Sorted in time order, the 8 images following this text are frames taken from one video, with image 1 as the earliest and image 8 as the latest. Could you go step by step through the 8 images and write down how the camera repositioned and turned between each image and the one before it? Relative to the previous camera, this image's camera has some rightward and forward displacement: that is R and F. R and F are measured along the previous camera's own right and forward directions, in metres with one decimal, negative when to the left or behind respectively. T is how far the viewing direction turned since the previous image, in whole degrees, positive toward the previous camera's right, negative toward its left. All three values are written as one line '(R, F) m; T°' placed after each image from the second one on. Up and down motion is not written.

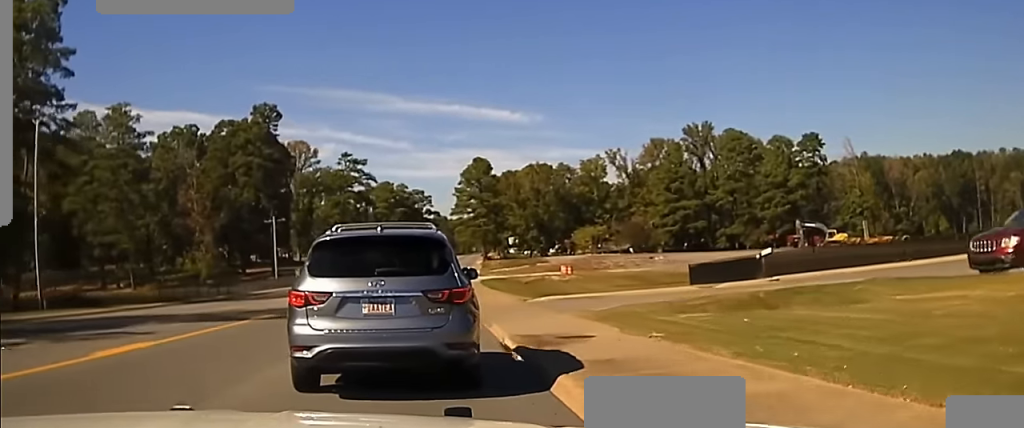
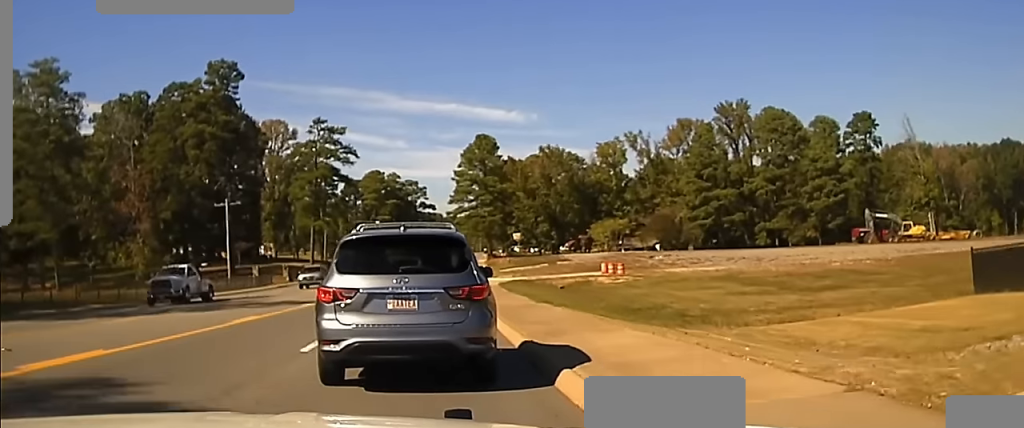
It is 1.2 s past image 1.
(-0.7, +26.0) m; -1°
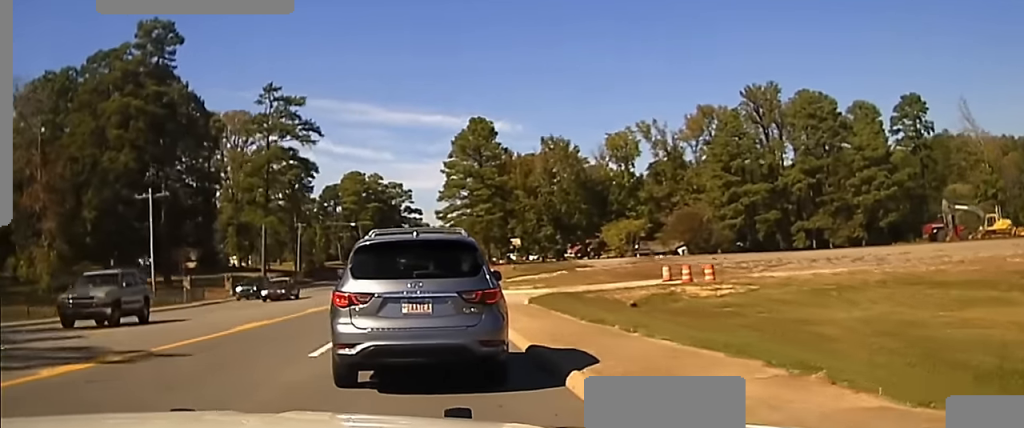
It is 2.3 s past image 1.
(+0.2, +21.1) m; +2°
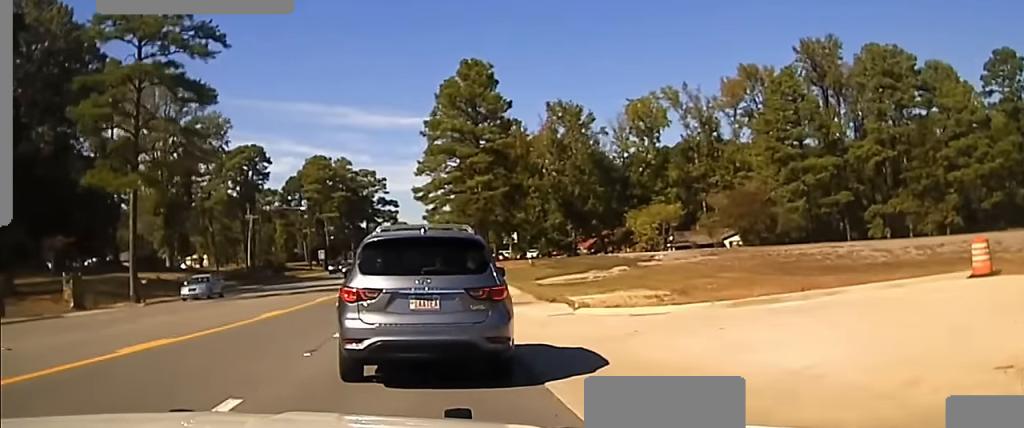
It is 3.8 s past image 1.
(+0.6, +30.4) m; +1°
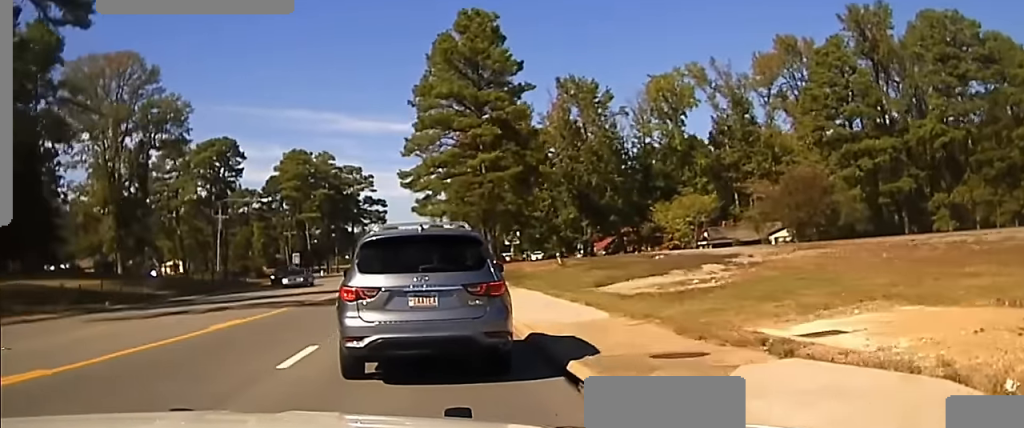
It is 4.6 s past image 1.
(0.0, +20.1) m; 0°
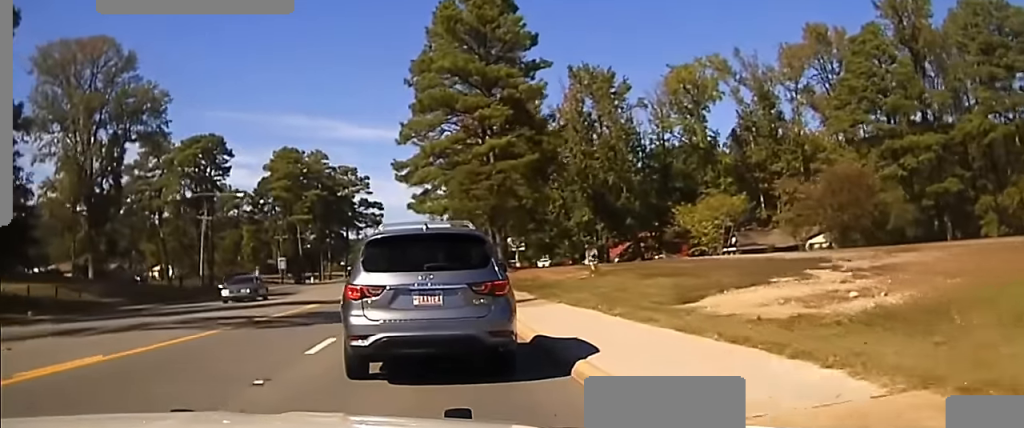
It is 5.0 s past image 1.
(0.0, +11.3) m; 0°
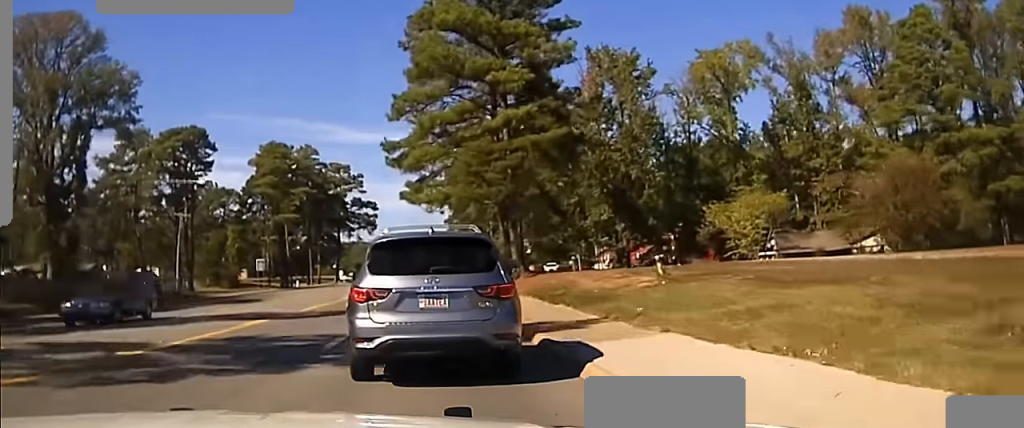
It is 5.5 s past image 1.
(+0.1, +12.2) m; 0°
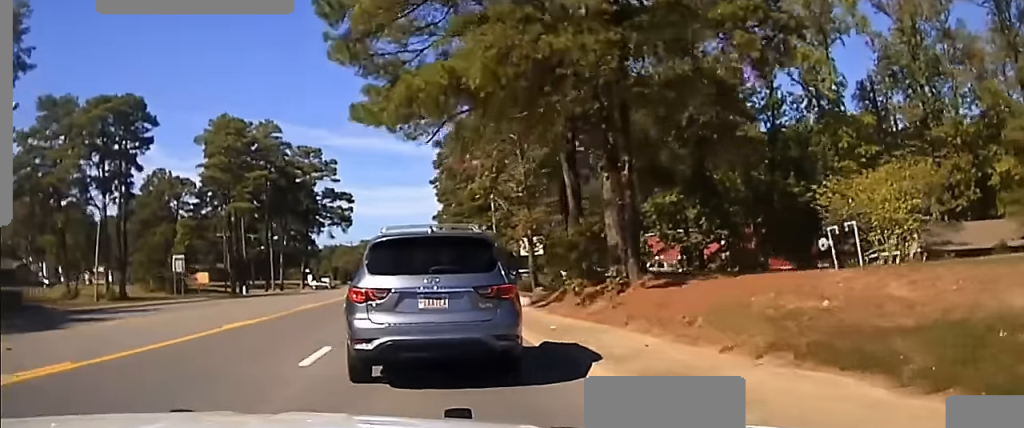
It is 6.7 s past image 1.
(0.0, +29.9) m; +1°
